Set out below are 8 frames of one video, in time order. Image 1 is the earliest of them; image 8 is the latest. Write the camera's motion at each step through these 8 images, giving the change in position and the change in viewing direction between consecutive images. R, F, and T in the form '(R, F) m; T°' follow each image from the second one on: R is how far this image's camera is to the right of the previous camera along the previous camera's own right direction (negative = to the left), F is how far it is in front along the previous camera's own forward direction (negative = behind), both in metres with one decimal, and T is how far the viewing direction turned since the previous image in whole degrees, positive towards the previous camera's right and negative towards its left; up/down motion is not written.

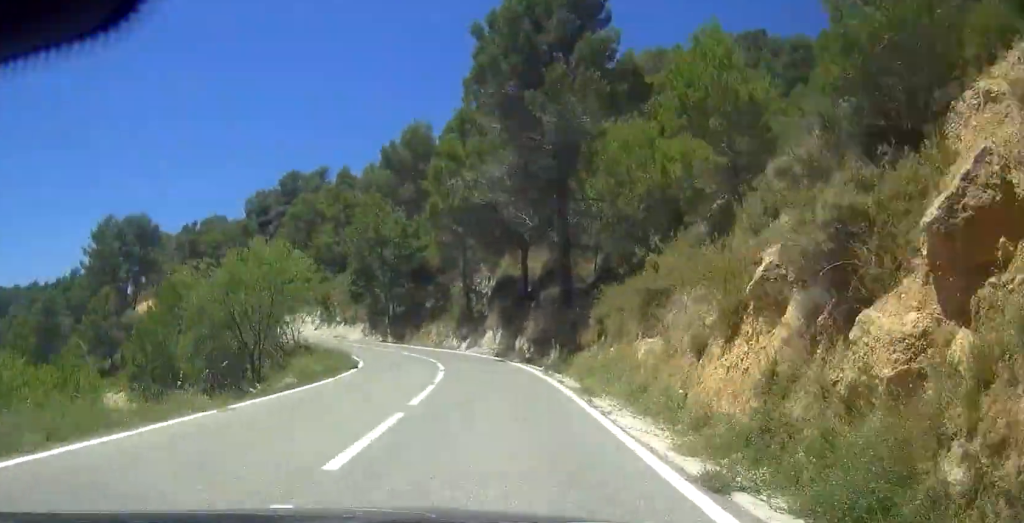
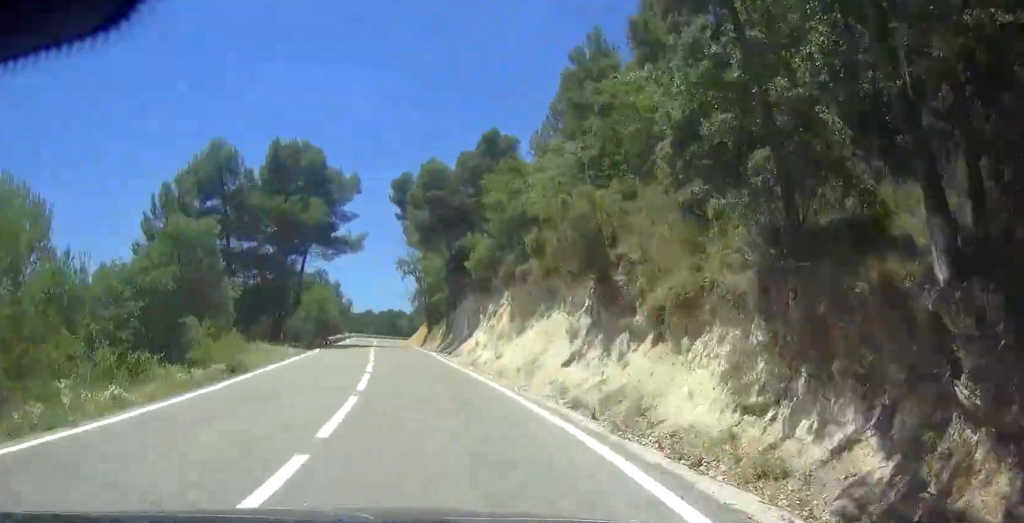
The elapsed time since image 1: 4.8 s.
(-16.6, +53.4) m; -28°
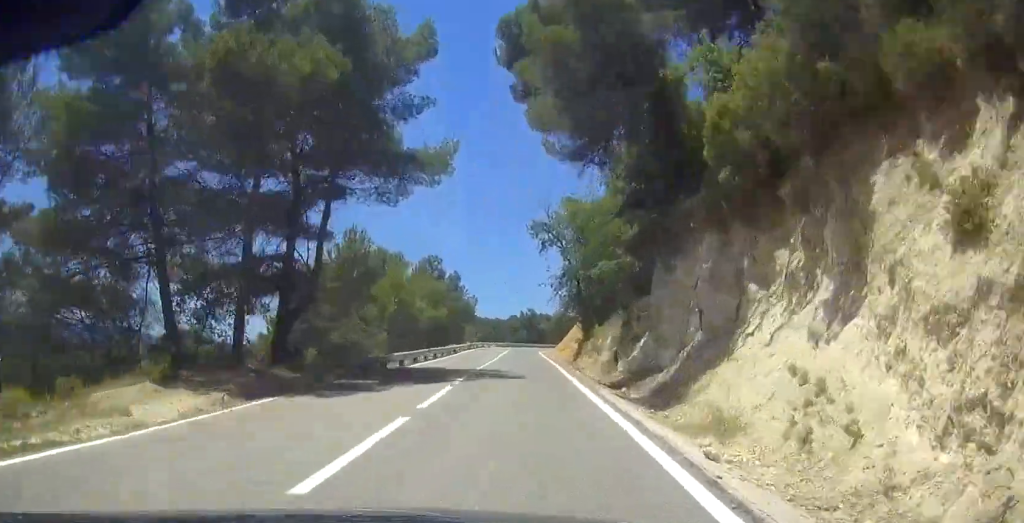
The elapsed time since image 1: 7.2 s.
(-4.2, +28.7) m; -9°
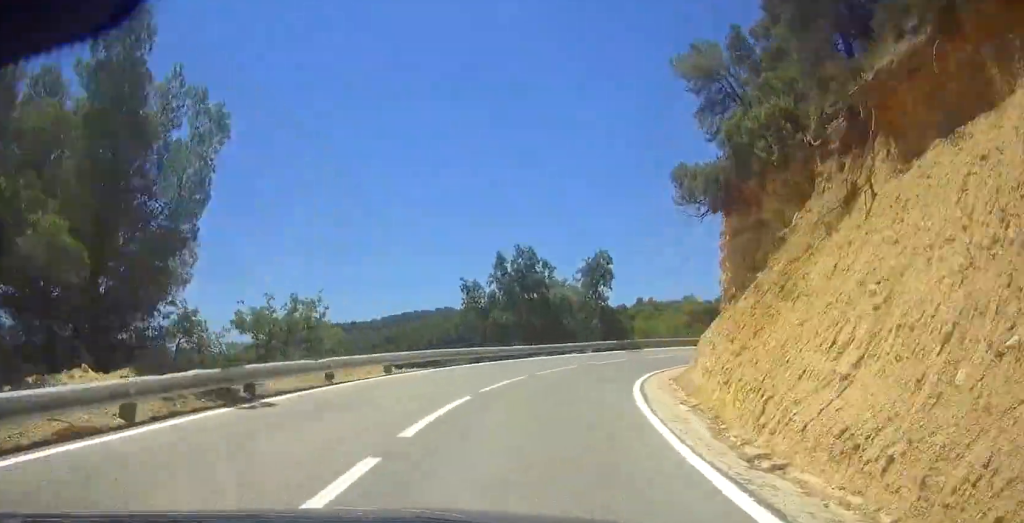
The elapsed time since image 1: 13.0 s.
(-0.1, +67.3) m; +17°
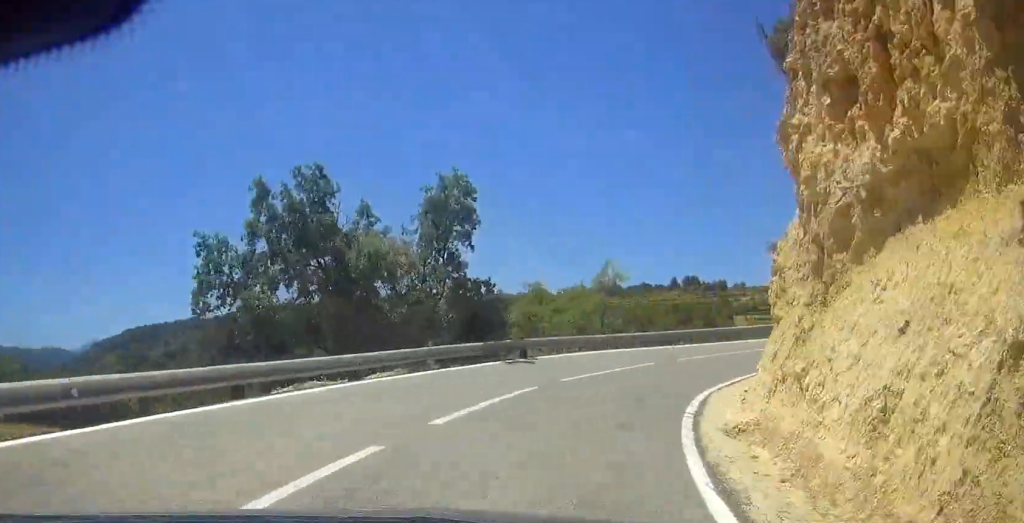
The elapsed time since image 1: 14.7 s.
(-3.1, +19.6) m; +18°
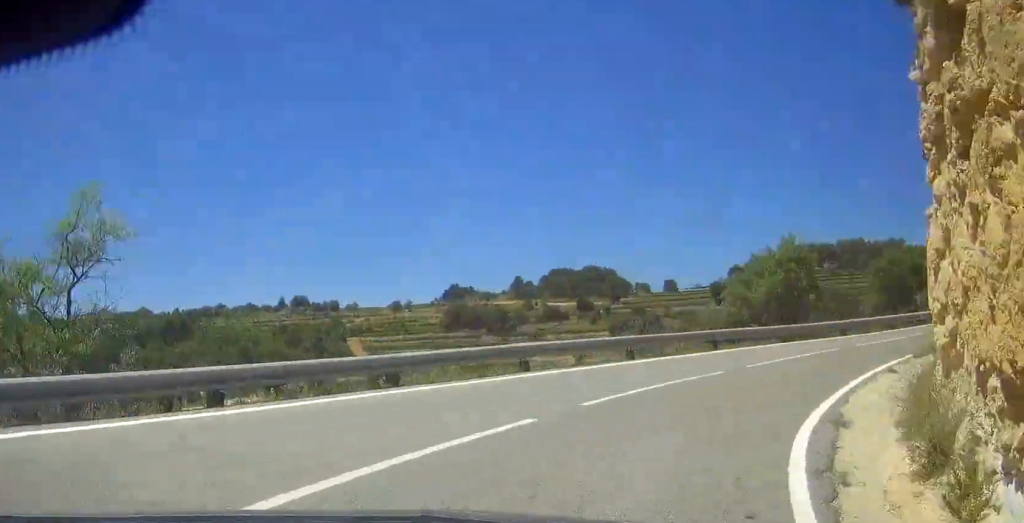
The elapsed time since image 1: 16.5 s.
(+3.0, +15.2) m; +21°
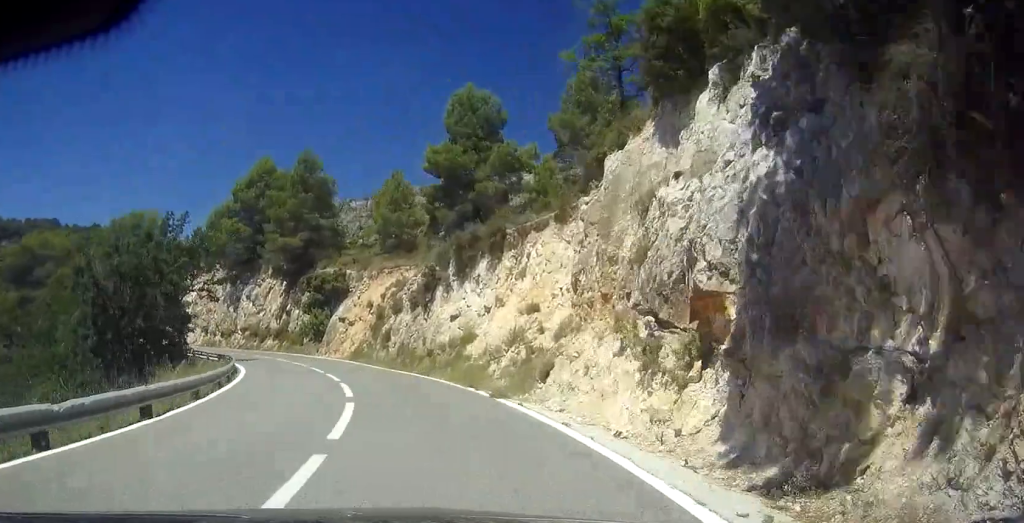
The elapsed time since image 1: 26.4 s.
(+64.0, +86.4) m; +25°
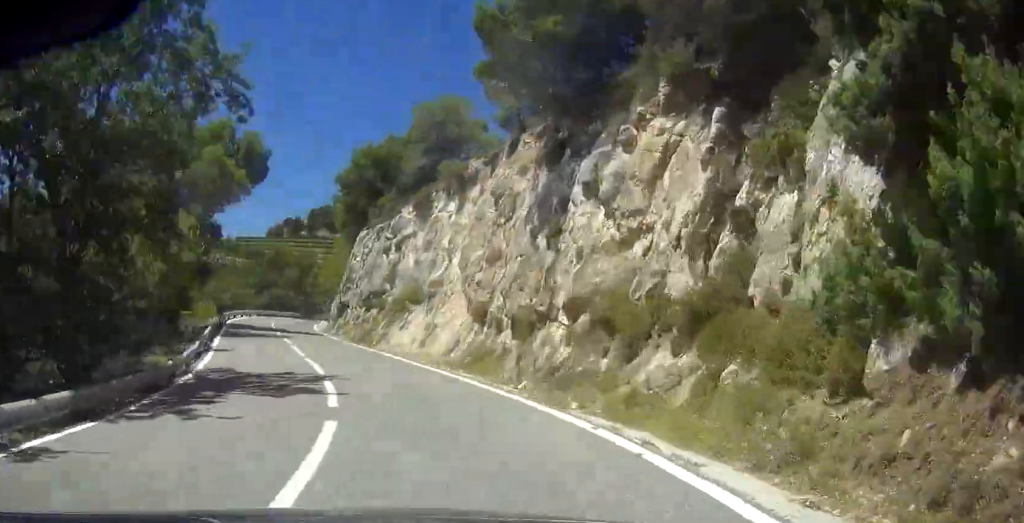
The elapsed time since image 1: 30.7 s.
(-5.4, +52.2) m; -20°
